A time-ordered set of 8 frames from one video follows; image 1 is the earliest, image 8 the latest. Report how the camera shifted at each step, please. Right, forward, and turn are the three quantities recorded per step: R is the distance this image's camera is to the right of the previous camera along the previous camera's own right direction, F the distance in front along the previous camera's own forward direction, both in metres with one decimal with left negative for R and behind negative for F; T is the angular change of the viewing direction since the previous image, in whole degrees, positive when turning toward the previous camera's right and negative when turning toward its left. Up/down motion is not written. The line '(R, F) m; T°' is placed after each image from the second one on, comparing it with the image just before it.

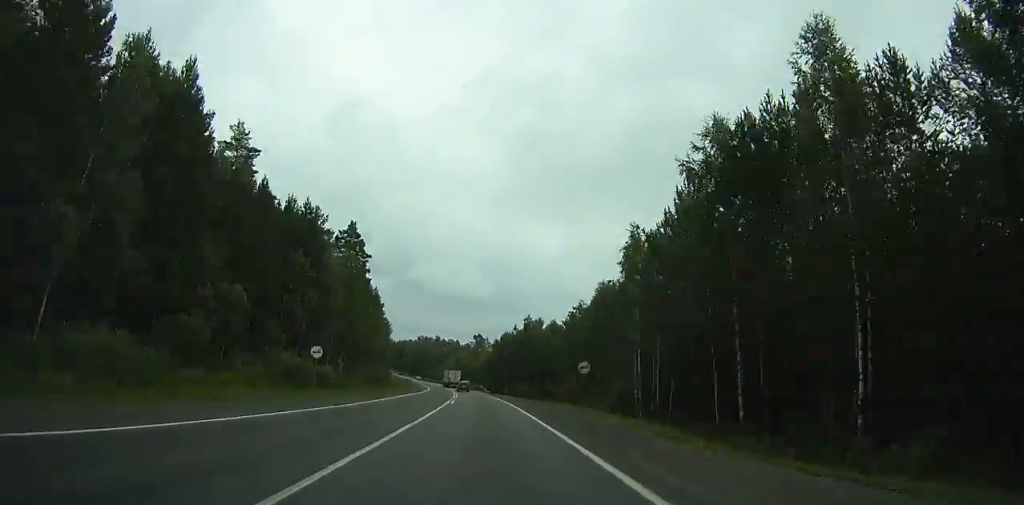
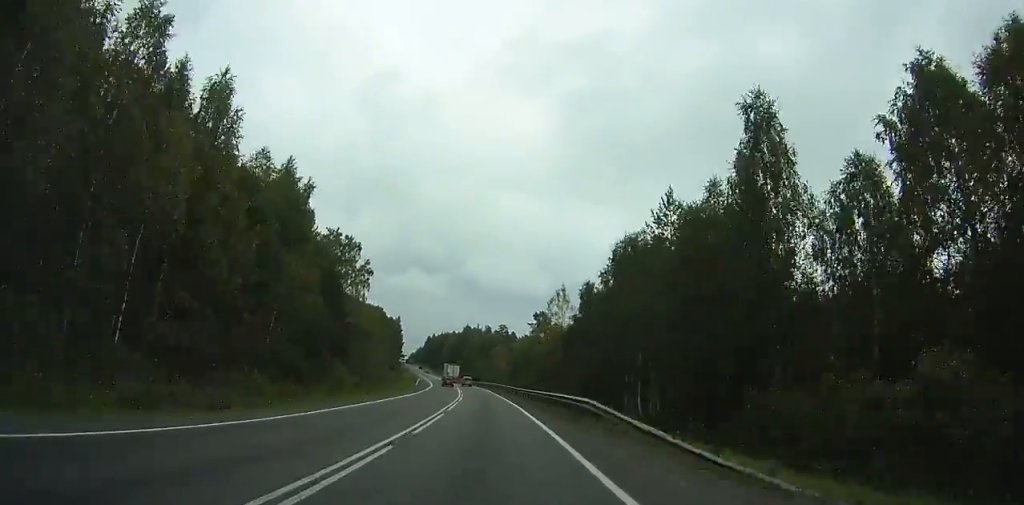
(-4.3, +78.0) m; -5°
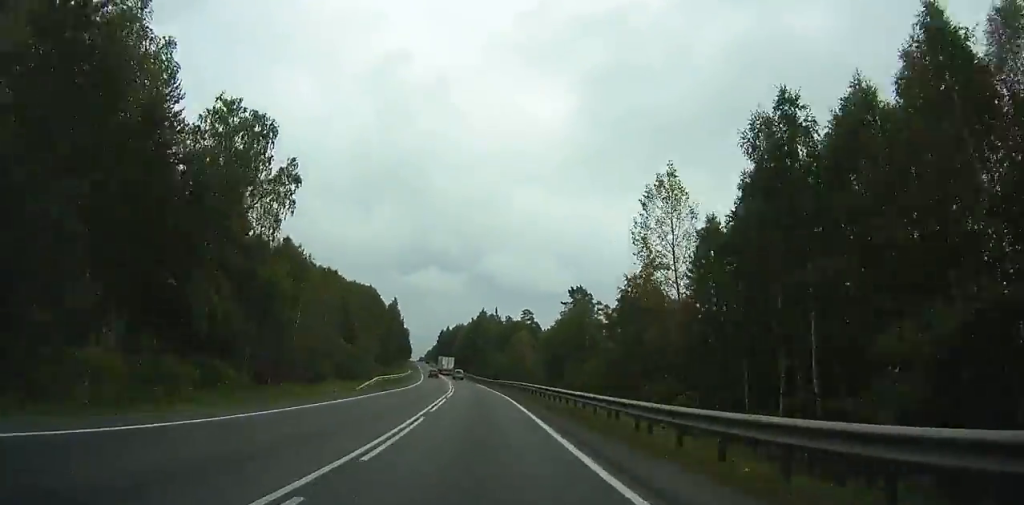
(-1.3, +41.3) m; -2°
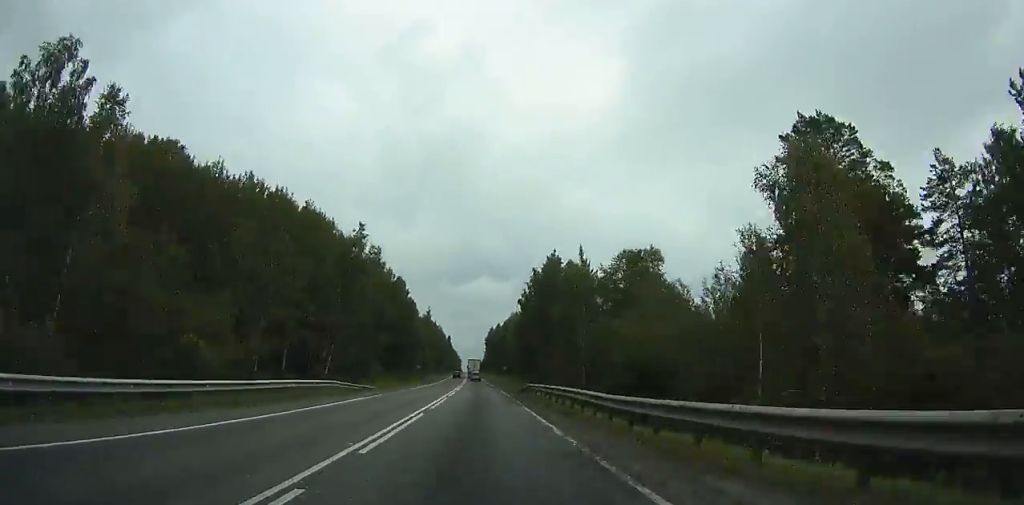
(-2.7, +84.0) m; -6°
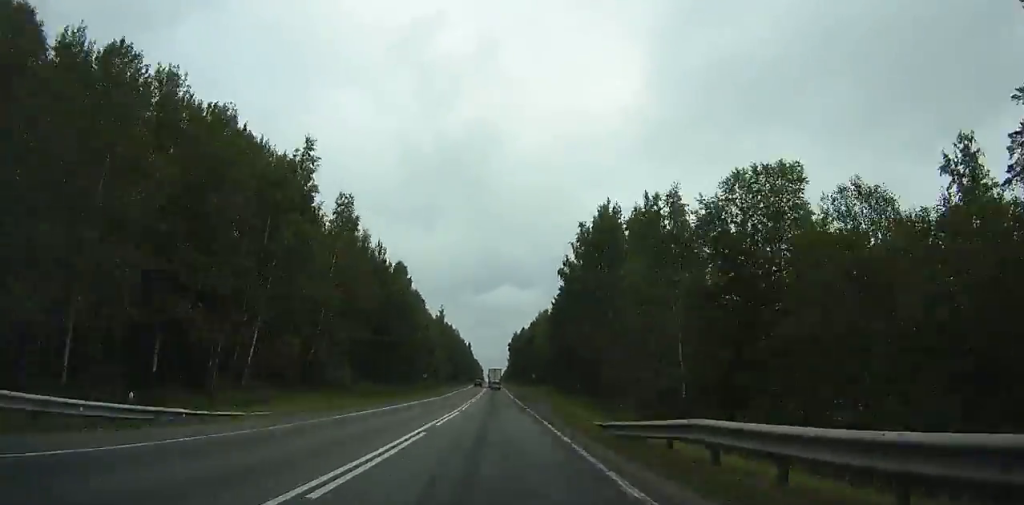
(-1.9, +27.6) m; -1°
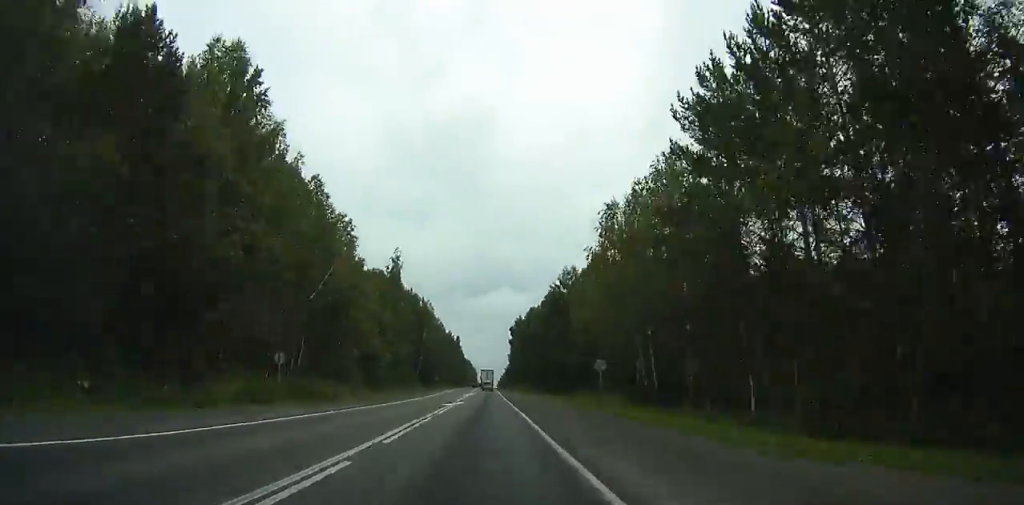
(-1.5, +65.8) m; -1°
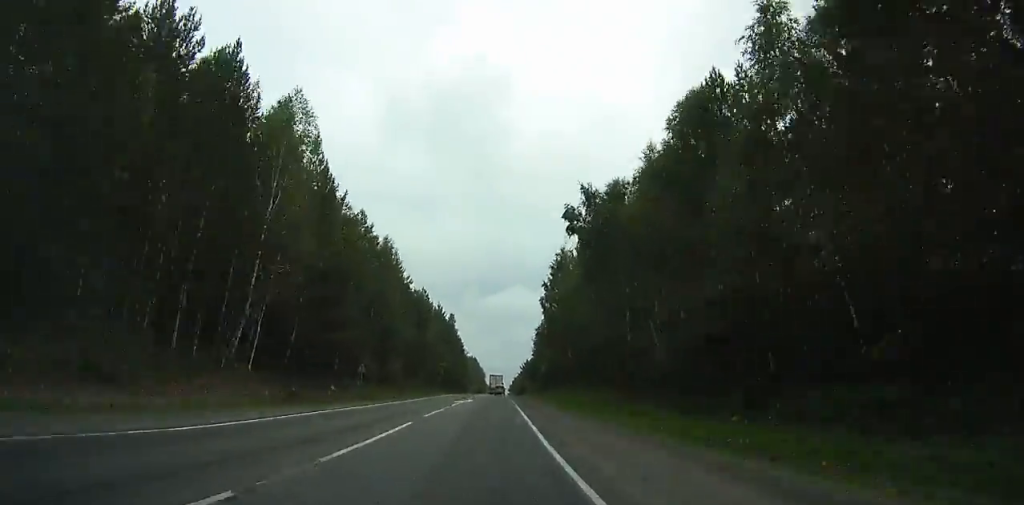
(0.0, +81.9) m; -1°
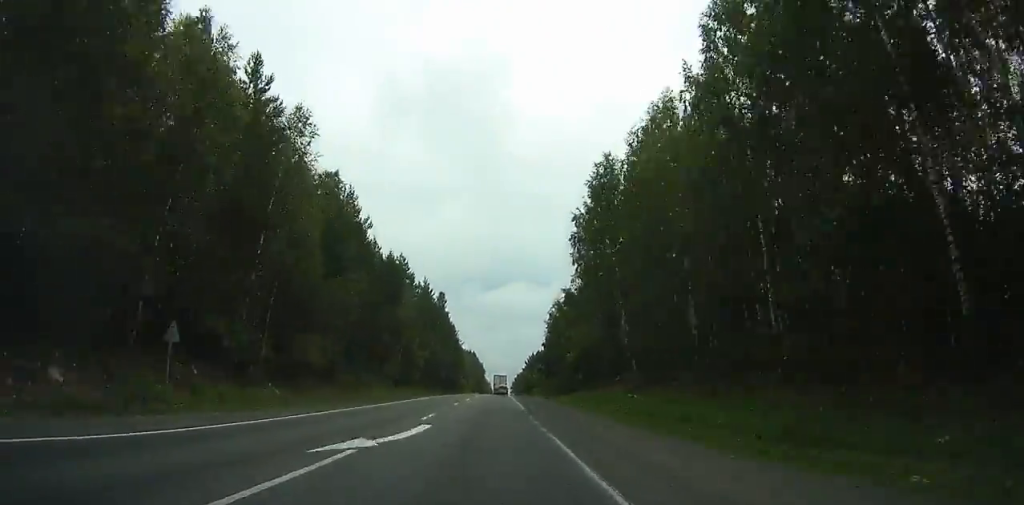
(-0.2, +31.3) m; -1°
